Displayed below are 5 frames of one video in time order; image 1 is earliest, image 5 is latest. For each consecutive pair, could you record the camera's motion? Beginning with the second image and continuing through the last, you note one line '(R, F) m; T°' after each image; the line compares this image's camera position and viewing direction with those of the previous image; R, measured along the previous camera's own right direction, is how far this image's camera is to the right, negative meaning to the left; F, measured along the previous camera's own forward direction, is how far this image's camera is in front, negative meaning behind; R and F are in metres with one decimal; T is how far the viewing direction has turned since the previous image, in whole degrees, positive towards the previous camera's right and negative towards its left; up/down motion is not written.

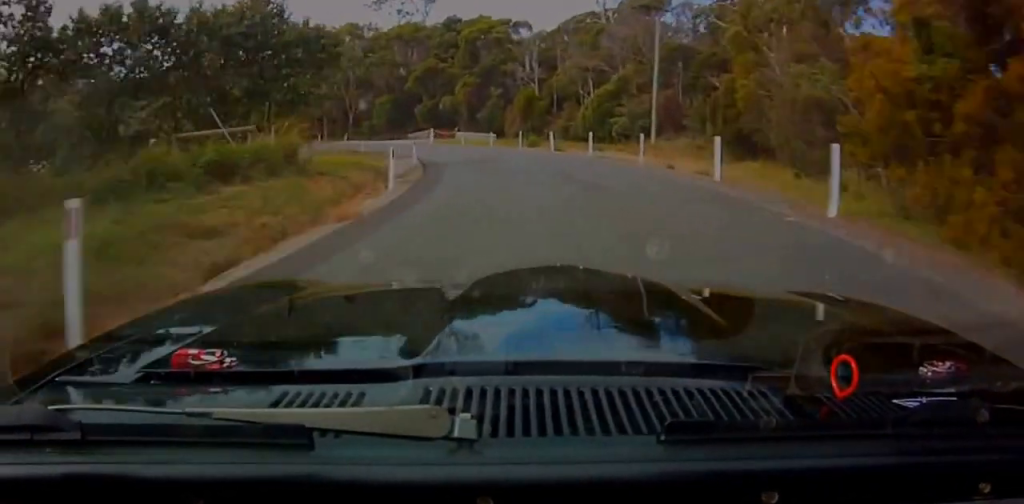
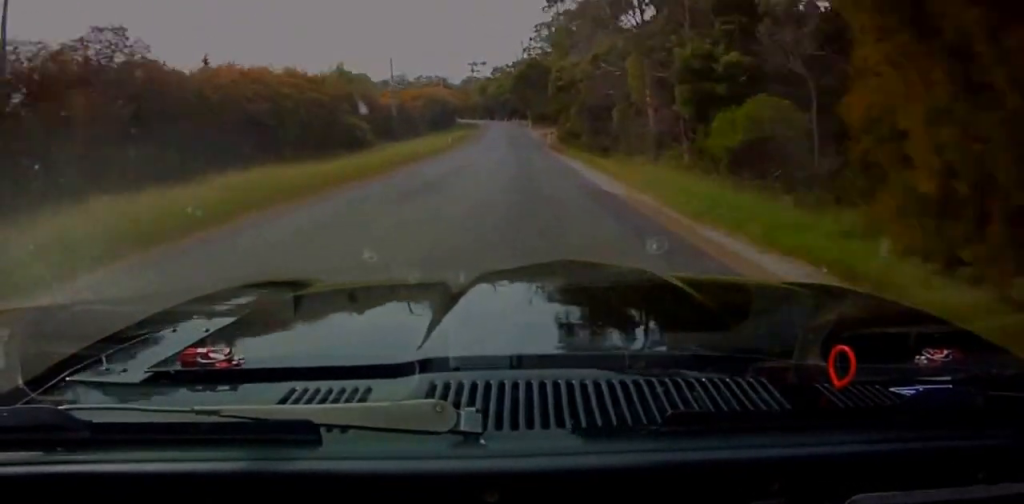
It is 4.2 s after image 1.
(-70.9, +108.3) m; -52°
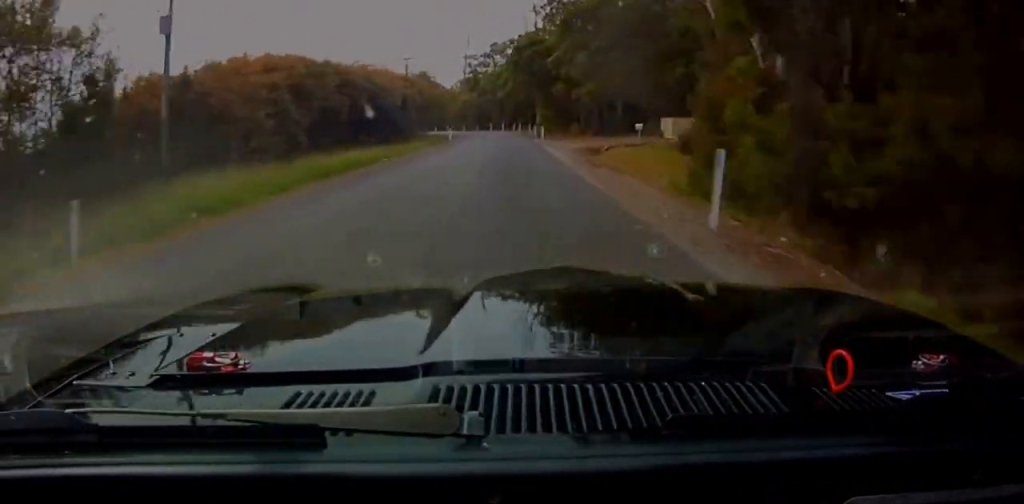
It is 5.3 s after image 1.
(-0.4, +46.7) m; -4°
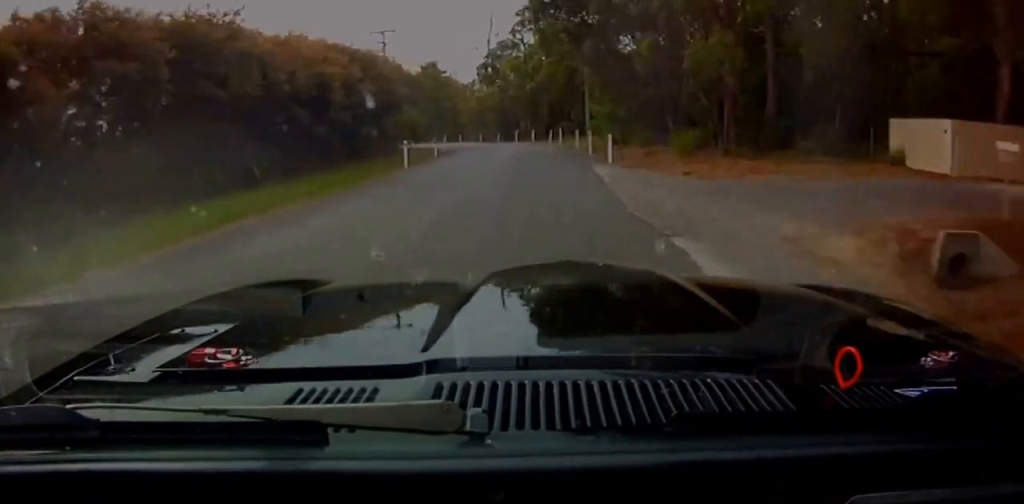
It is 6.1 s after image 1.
(-1.2, +29.0) m; -4°
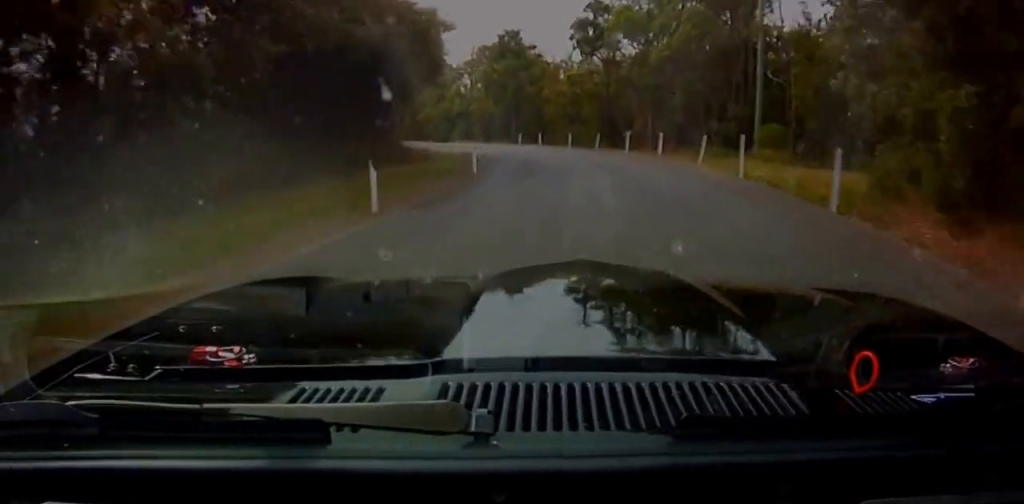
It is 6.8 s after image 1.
(-1.4, +25.6) m; -3°
